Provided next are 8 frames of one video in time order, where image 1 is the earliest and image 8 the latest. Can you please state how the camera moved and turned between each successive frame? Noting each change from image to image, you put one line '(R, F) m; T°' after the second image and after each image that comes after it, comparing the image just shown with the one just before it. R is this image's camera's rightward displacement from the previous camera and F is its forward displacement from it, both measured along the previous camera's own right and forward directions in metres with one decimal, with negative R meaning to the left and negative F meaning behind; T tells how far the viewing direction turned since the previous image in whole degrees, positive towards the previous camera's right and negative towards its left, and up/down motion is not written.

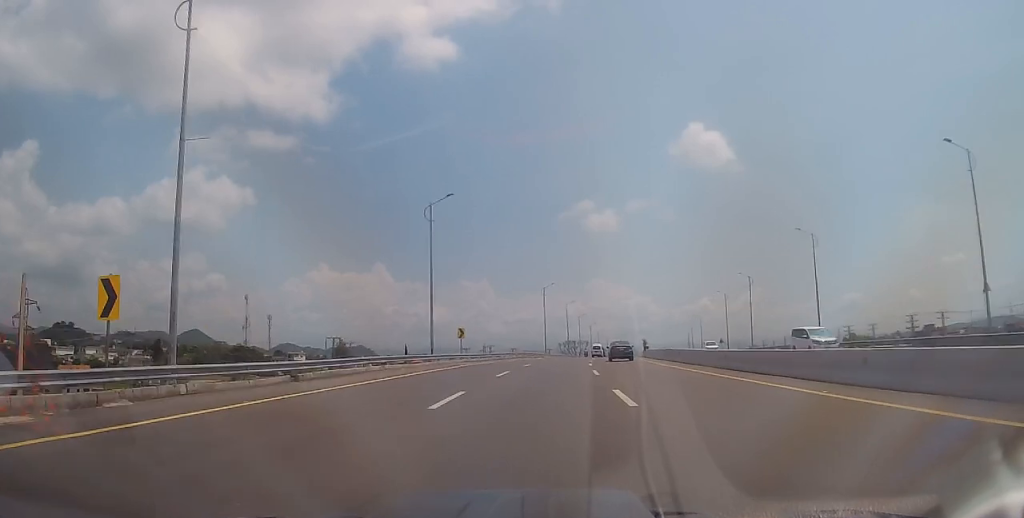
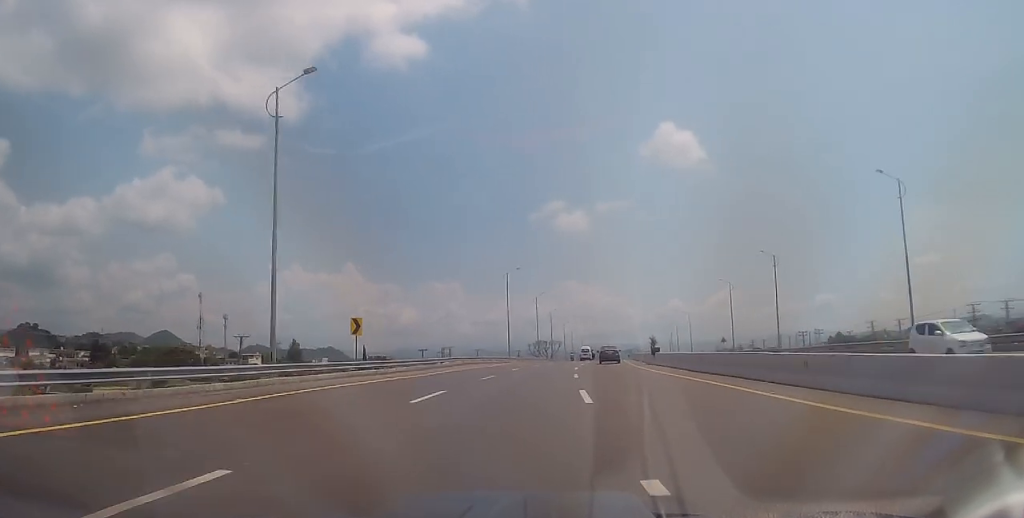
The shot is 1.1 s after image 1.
(+0.3, +22.5) m; +2°
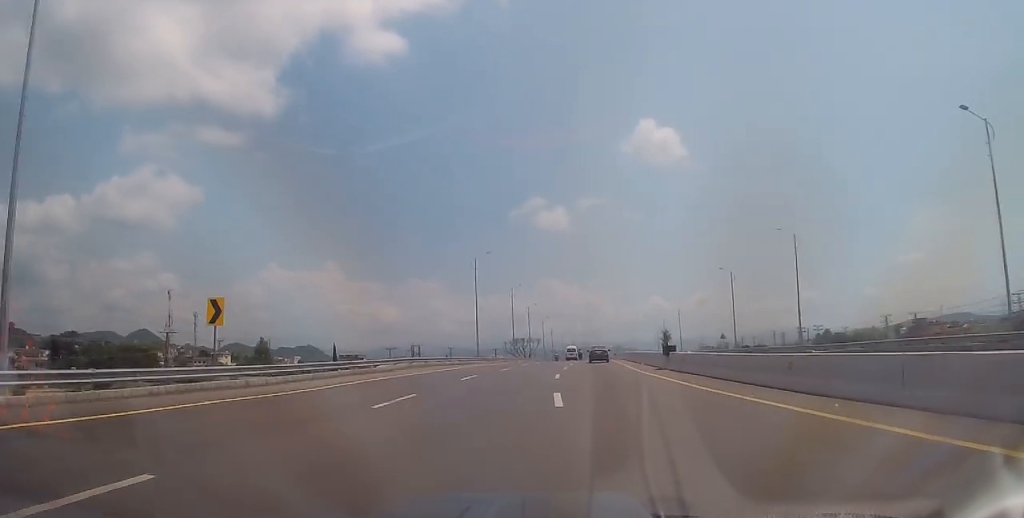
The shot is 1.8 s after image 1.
(+0.2, +12.5) m; +2°
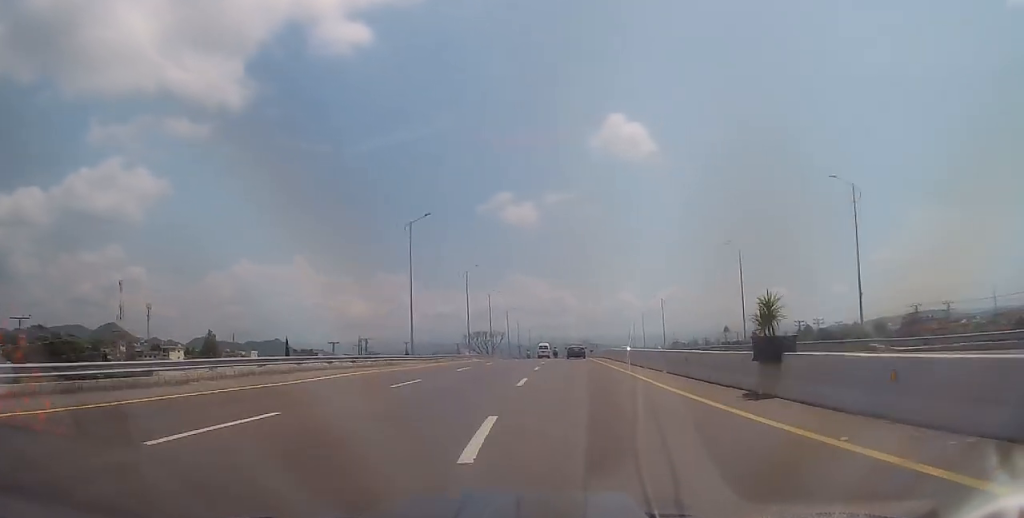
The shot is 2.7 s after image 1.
(+0.5, +18.4) m; +2°
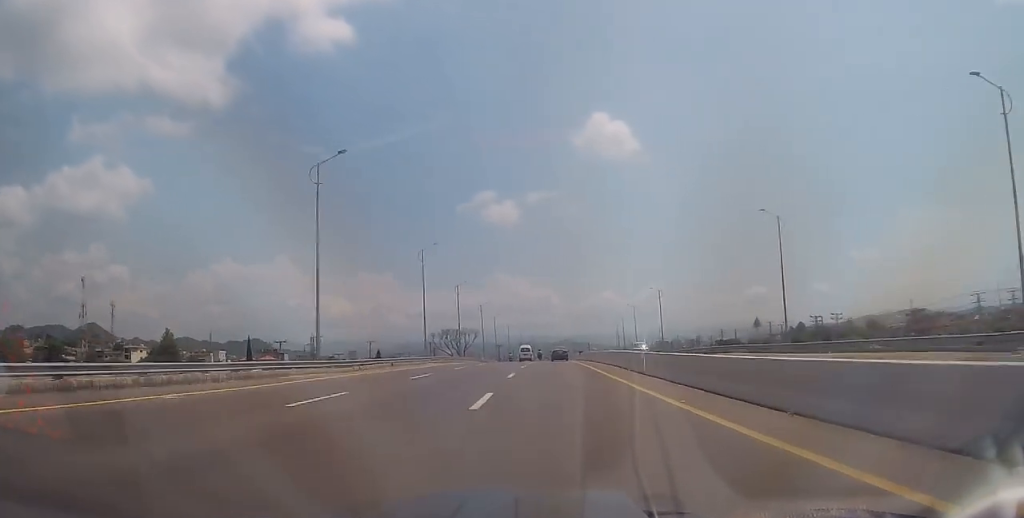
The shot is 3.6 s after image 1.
(+0.4, +18.4) m; +2°
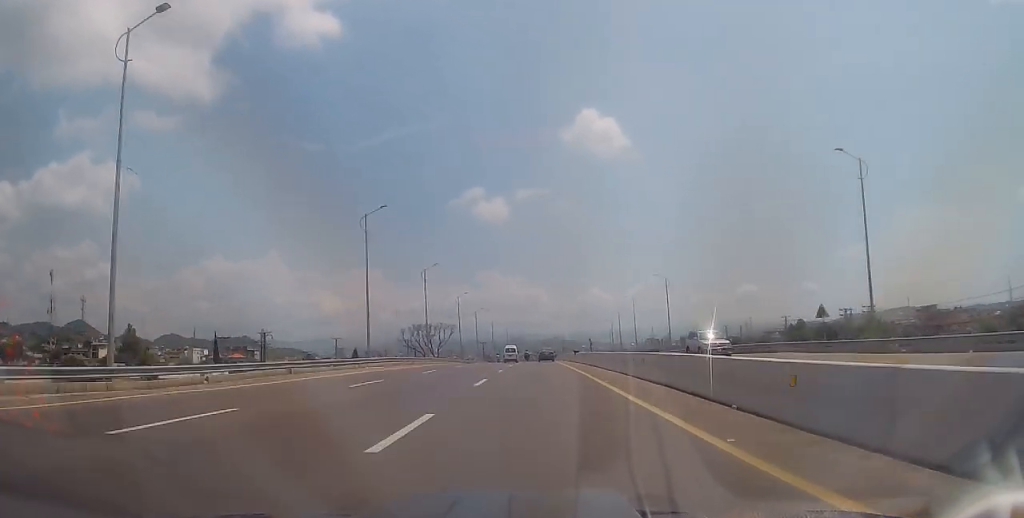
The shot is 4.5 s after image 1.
(0.0, +17.1) m; +1°
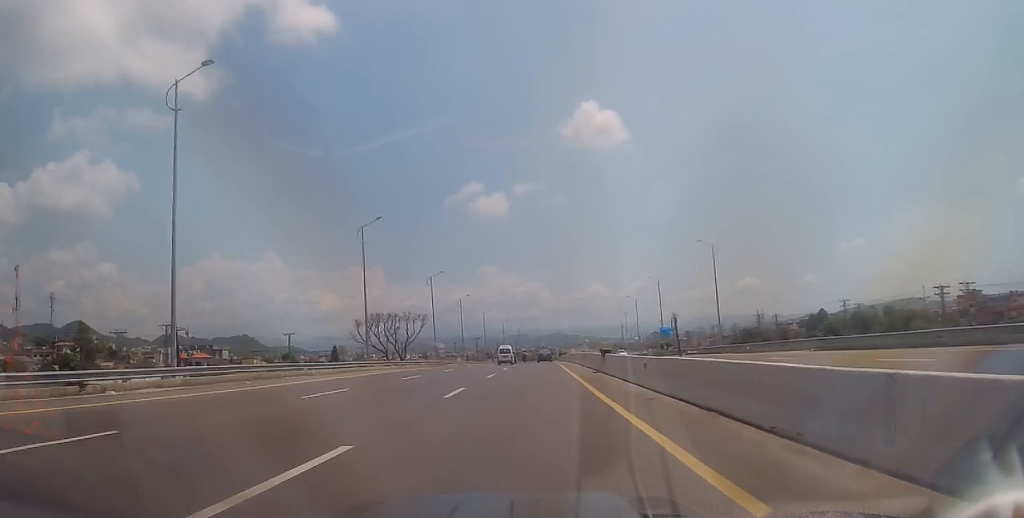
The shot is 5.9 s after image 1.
(+0.2, +27.1) m; -1°
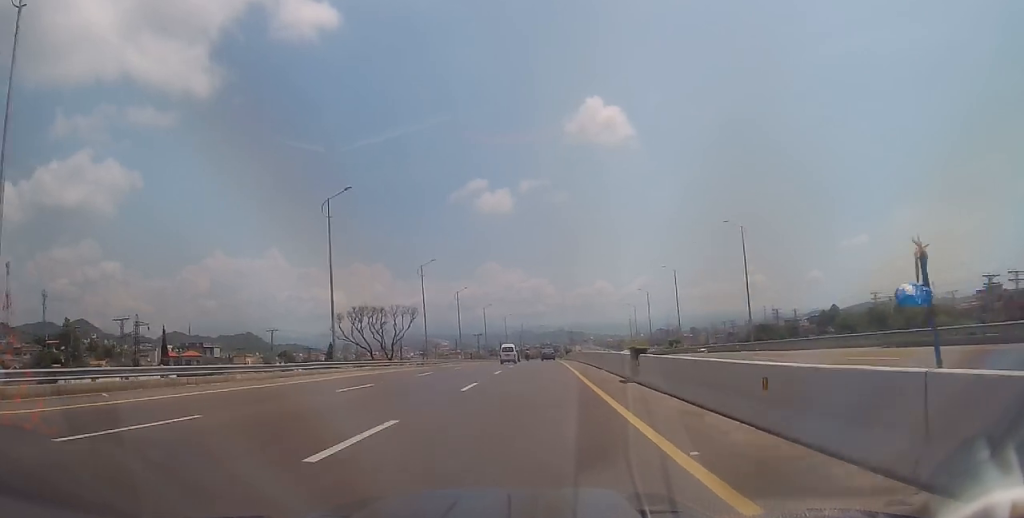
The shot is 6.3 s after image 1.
(-0.1, +9.3) m; -1°
